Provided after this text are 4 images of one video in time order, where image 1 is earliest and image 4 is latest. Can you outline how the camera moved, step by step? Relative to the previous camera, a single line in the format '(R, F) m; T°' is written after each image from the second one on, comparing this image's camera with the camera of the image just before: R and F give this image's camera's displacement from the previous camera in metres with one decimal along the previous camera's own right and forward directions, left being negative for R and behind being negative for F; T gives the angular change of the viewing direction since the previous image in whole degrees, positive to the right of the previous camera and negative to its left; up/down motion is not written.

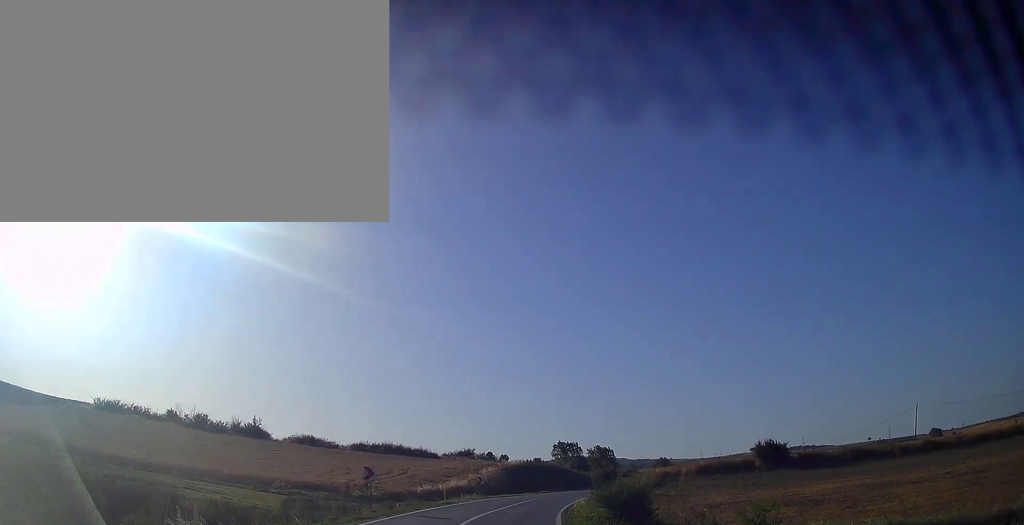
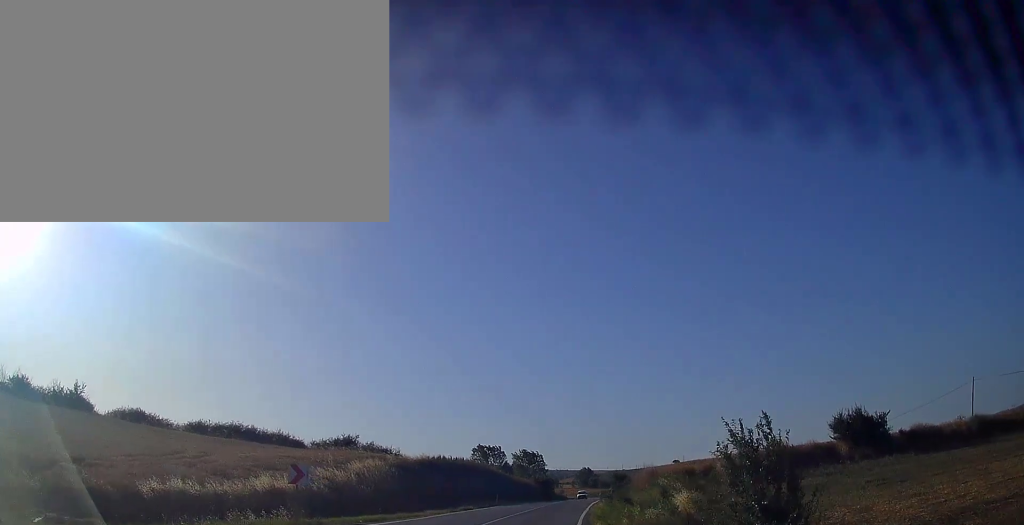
(+1.4, +34.1) m; +6°
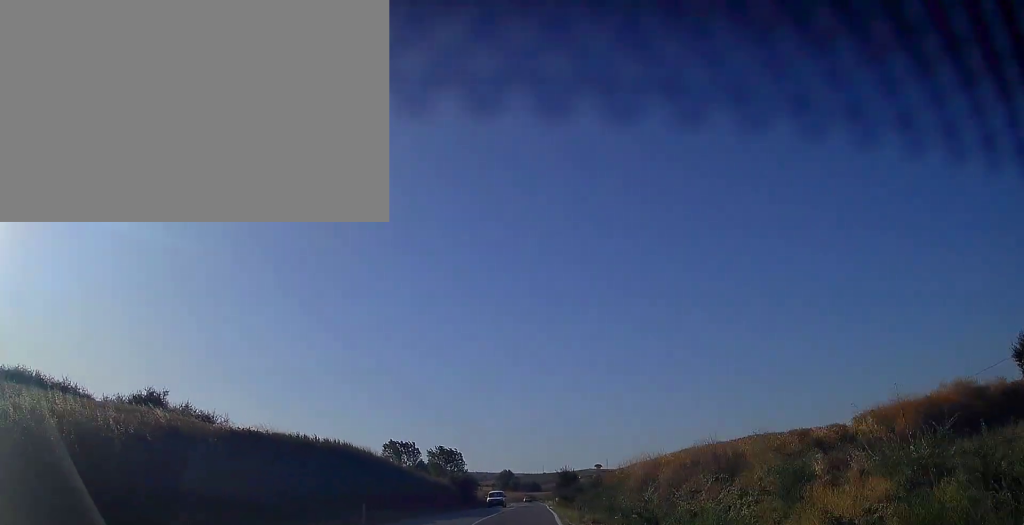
(+1.4, +24.2) m; +7°
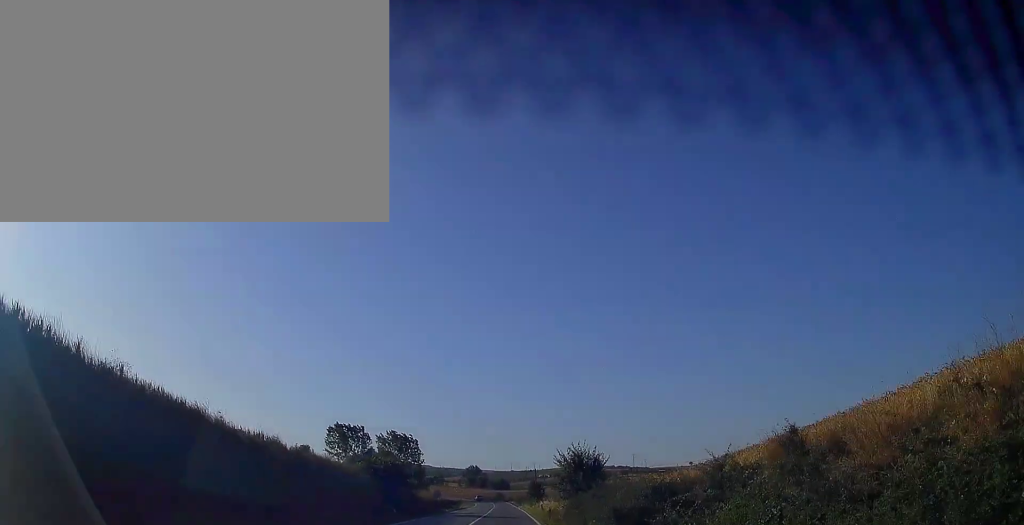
(+1.6, +30.2) m; +4°
